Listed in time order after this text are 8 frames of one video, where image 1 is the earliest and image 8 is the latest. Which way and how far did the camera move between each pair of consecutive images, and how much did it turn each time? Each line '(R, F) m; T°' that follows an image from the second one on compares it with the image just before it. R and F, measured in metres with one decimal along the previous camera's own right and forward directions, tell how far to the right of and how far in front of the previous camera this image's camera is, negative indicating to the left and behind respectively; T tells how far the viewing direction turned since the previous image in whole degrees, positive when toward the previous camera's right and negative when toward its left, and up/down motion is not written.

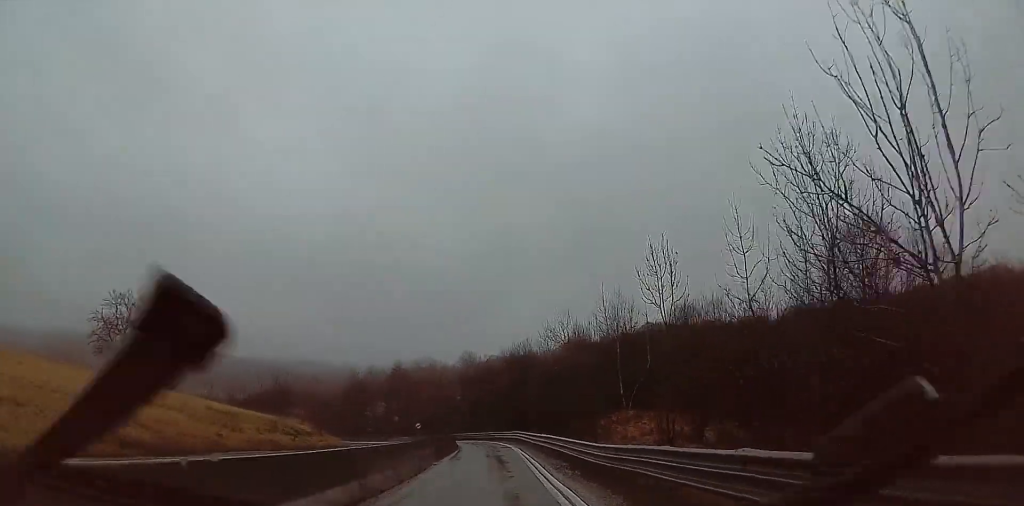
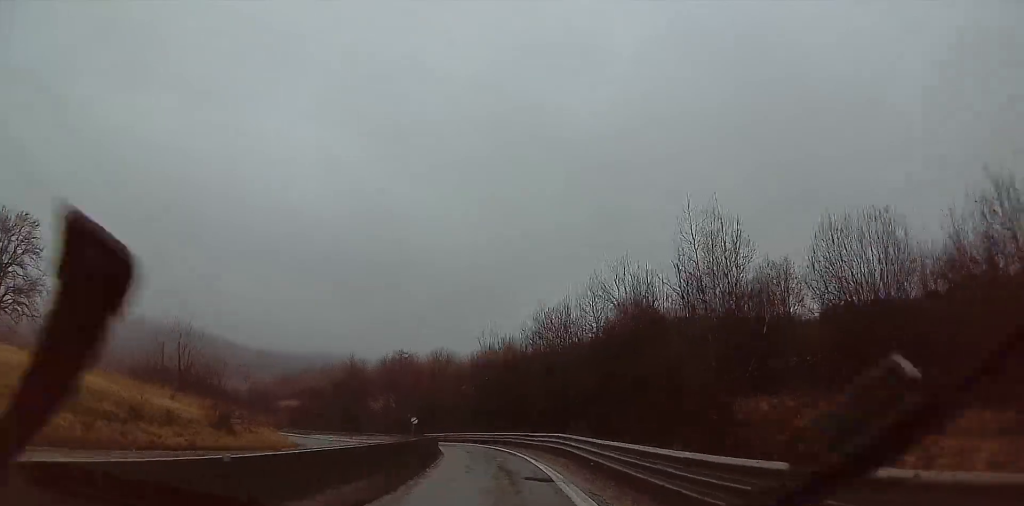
(0.0, +23.6) m; +2°
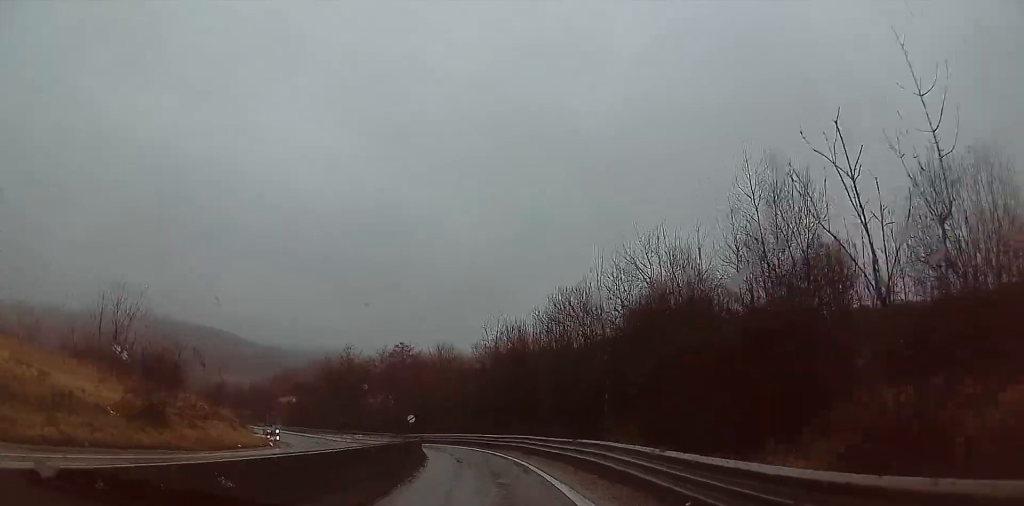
(0.0, +8.5) m; 0°
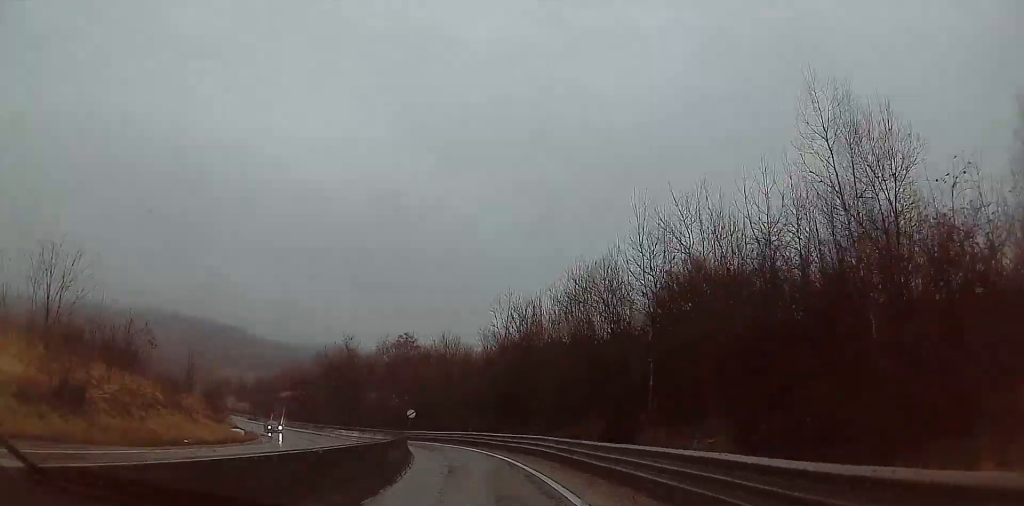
(0.0, +7.4) m; 0°
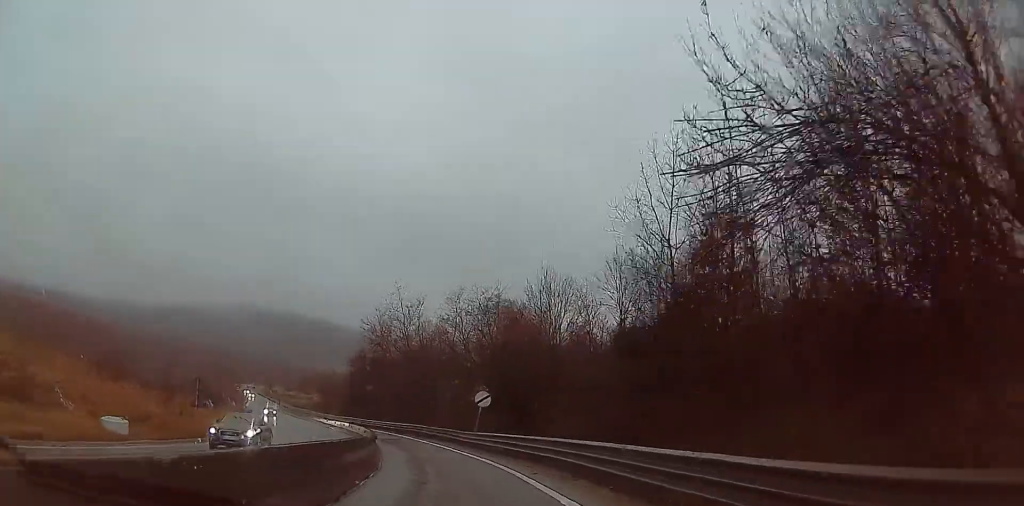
(-3.4, +27.9) m; -12°
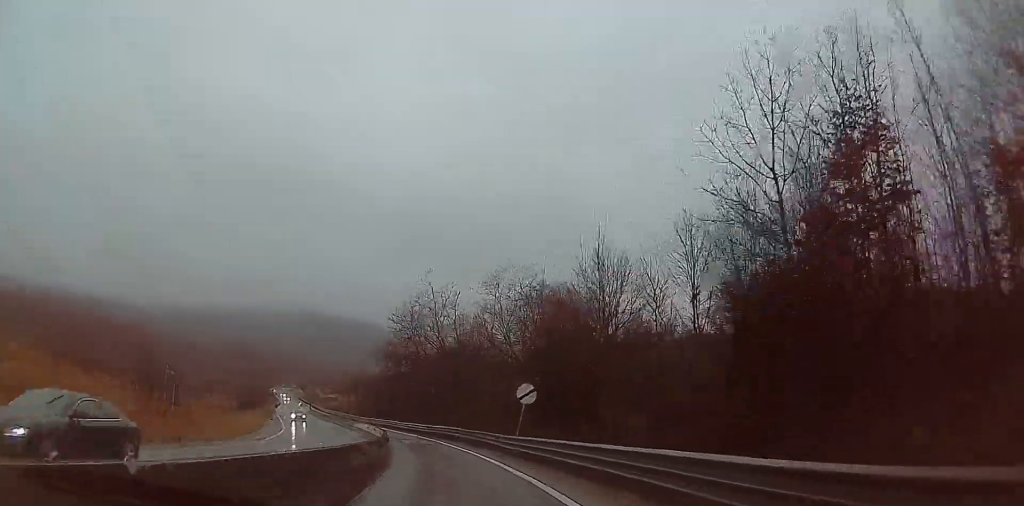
(-0.2, +7.0) m; -3°
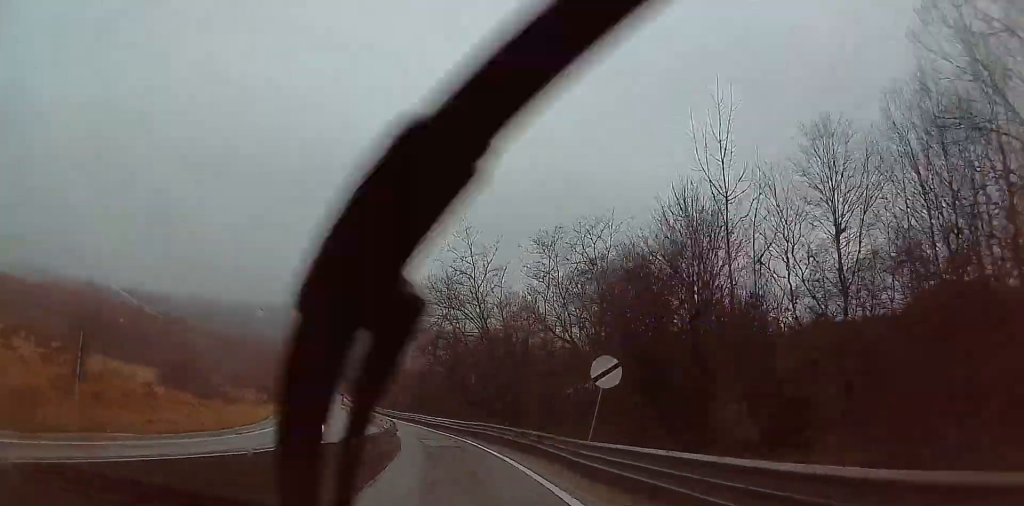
(+0.6, +10.2) m; -4°
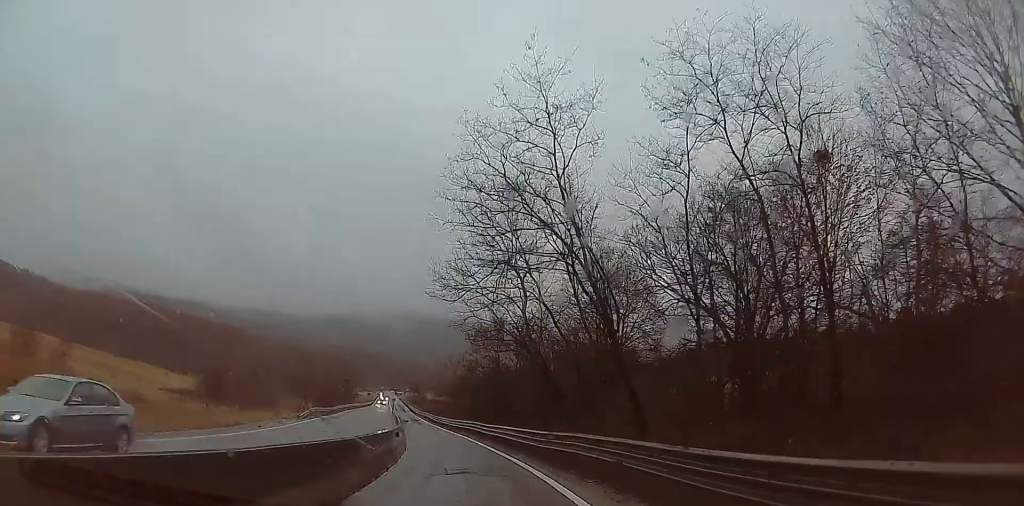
(-2.3, +19.1) m; -10°
